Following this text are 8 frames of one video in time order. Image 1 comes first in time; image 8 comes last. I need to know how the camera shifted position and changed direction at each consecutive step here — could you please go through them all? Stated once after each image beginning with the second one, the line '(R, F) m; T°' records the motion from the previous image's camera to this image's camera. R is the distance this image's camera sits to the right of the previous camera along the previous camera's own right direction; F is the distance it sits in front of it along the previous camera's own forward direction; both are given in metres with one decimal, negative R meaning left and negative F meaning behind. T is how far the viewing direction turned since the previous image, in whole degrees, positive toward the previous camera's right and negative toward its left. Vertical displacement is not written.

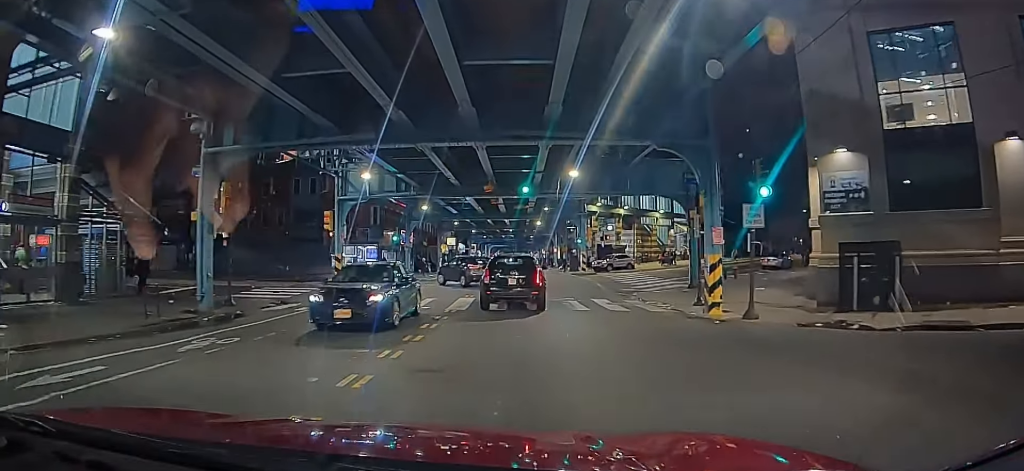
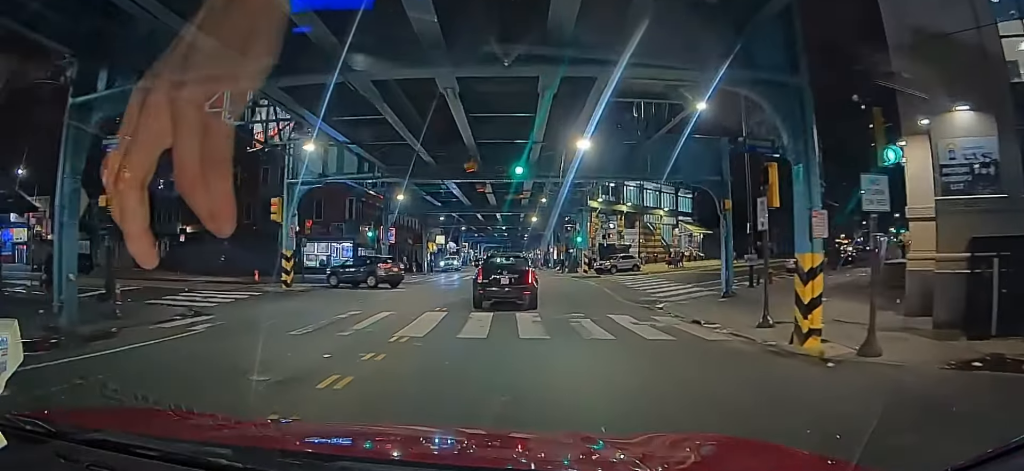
(-0.1, +4.4) m; +2°
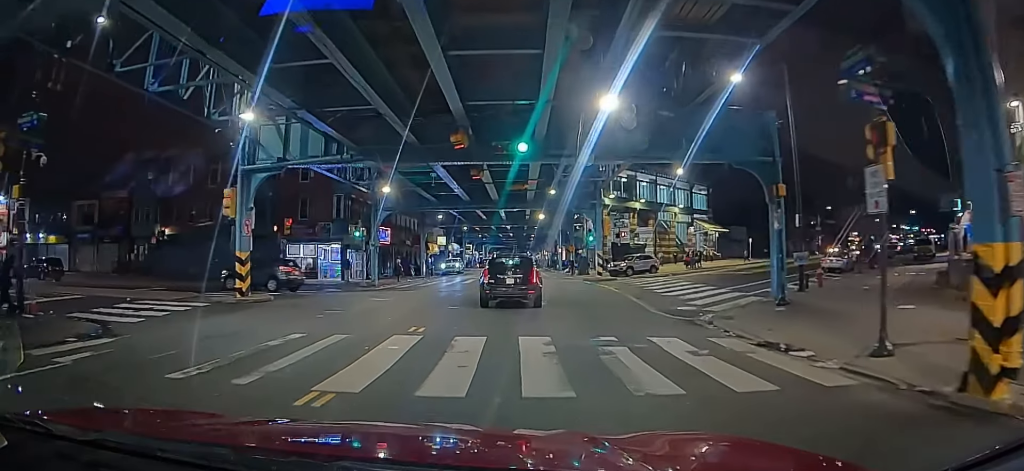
(-0.1, +3.2) m; +6°
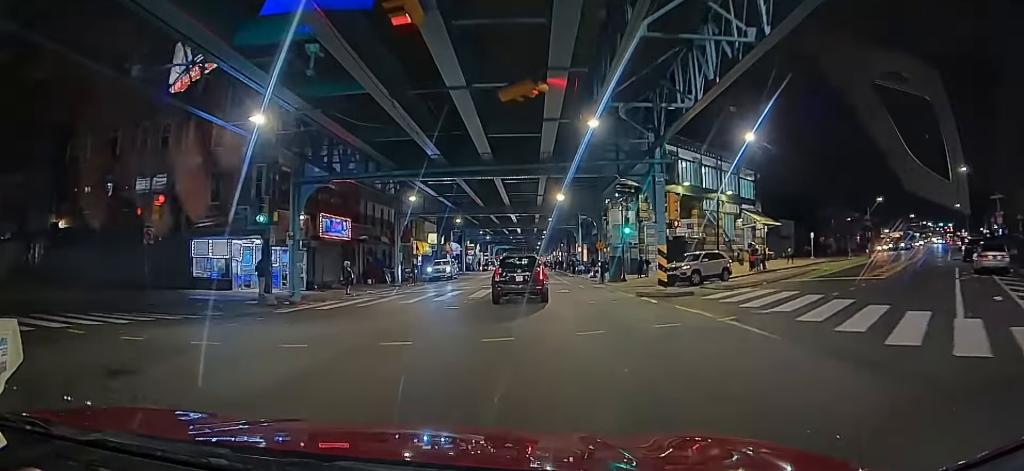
(+2.4, +6.8) m; +29°
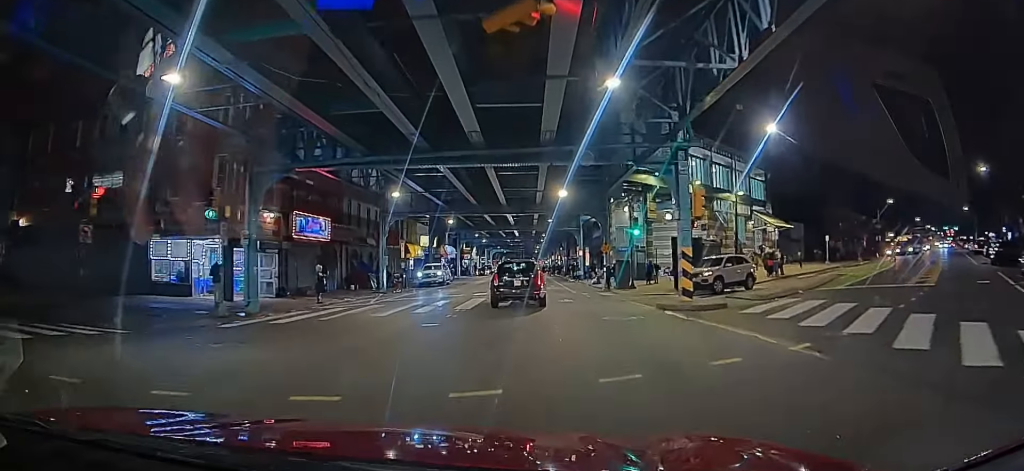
(0.0, +1.4) m; +4°
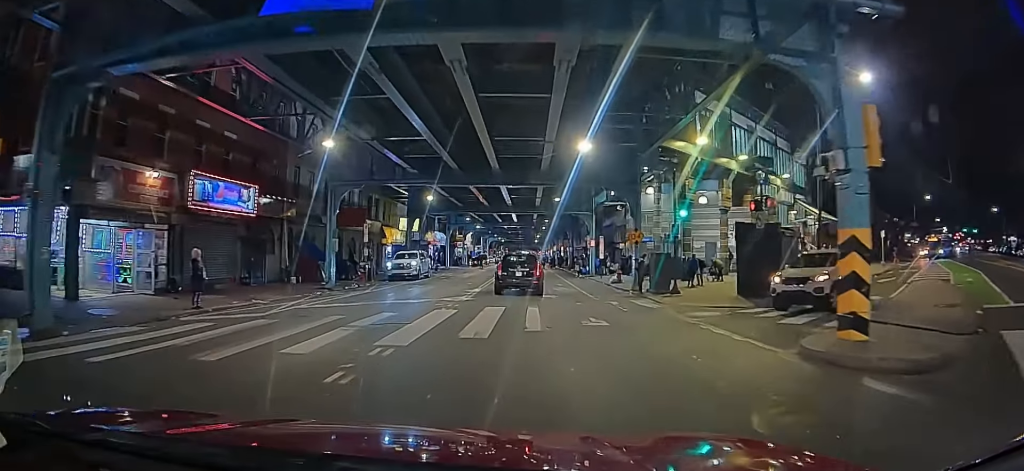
(+0.3, +3.9) m; +10°
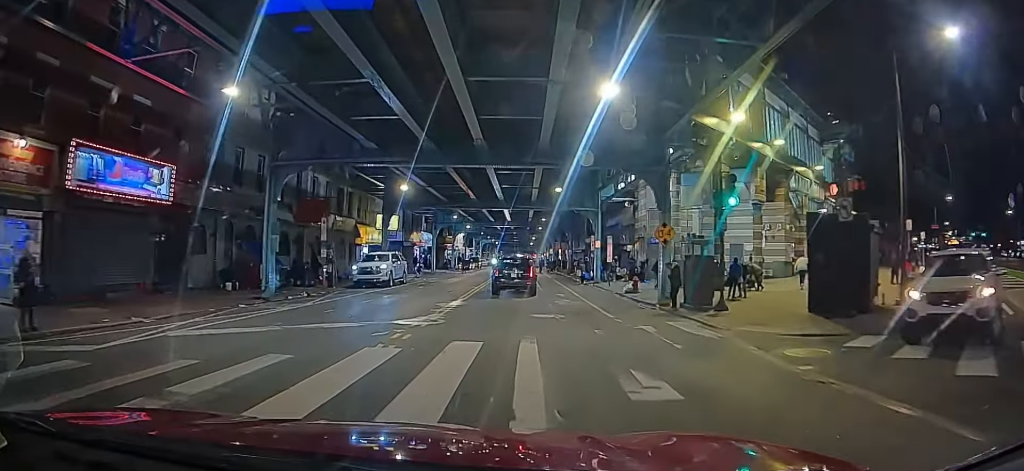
(+0.1, +2.8) m; -2°
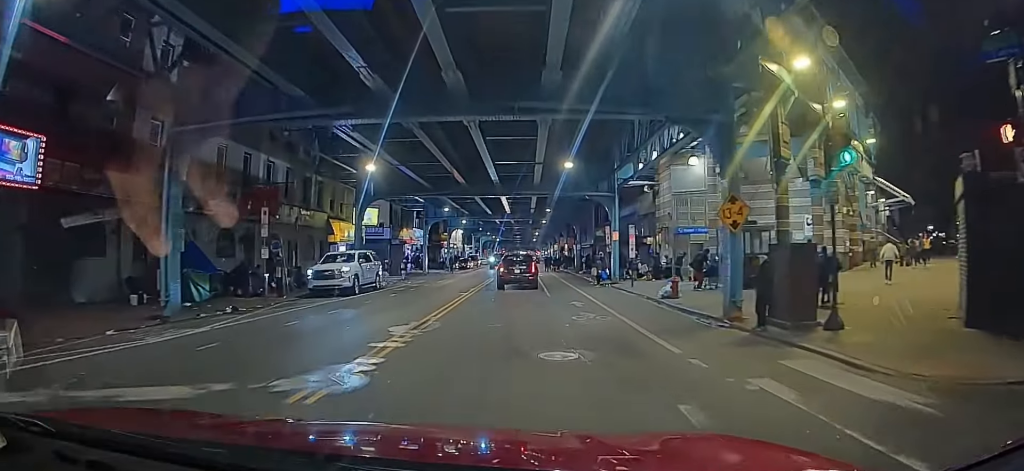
(-0.1, +3.0) m; -12°
